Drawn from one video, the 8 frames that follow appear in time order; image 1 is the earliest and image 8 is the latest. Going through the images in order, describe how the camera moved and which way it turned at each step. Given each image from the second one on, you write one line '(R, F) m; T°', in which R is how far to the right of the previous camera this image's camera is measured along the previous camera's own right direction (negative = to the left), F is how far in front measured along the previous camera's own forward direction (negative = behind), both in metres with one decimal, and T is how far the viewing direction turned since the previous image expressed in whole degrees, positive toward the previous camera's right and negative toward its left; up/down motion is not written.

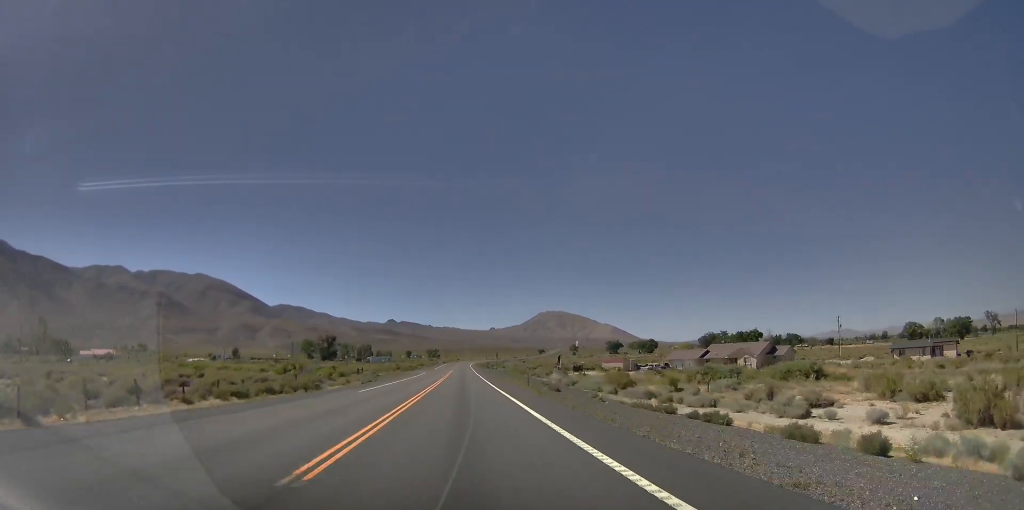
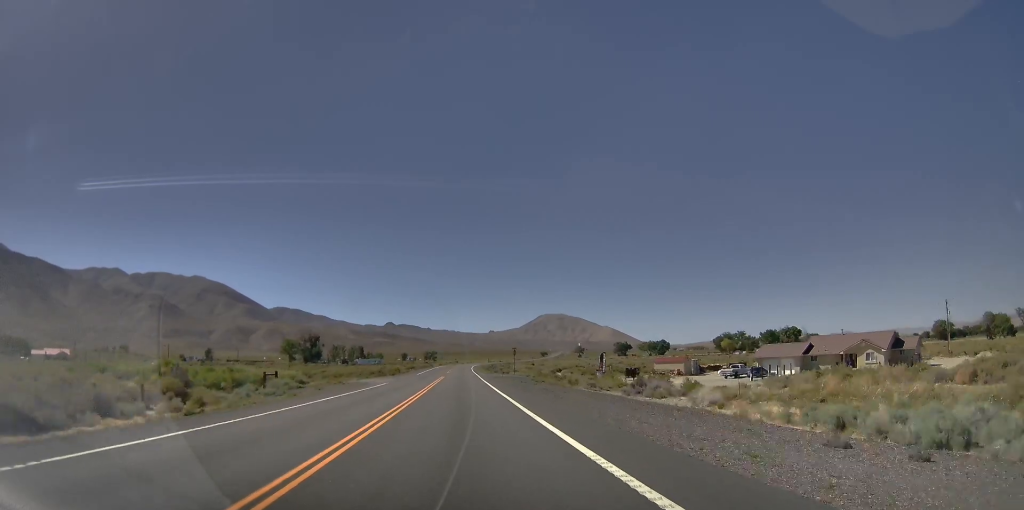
(-1.0, +44.2) m; +1°
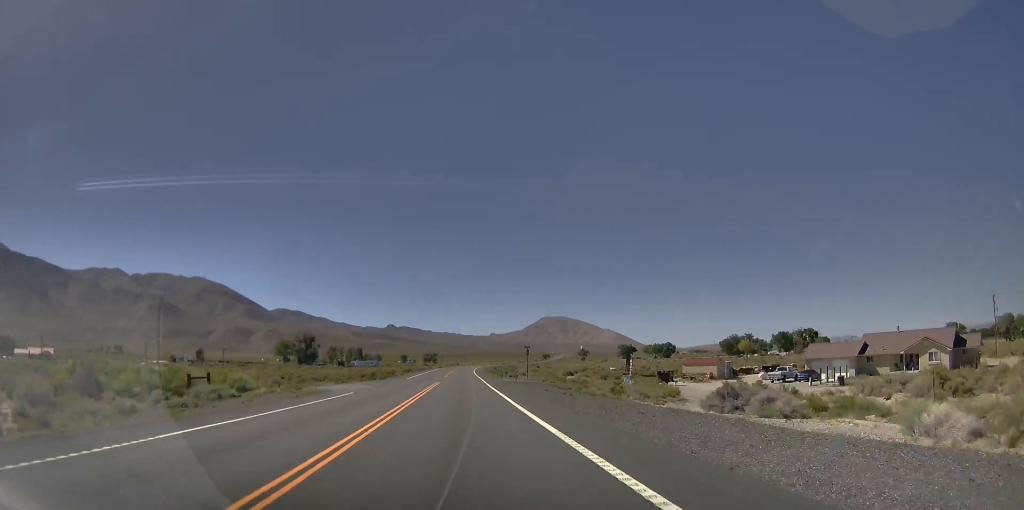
(+0.7, +14.7) m; +1°
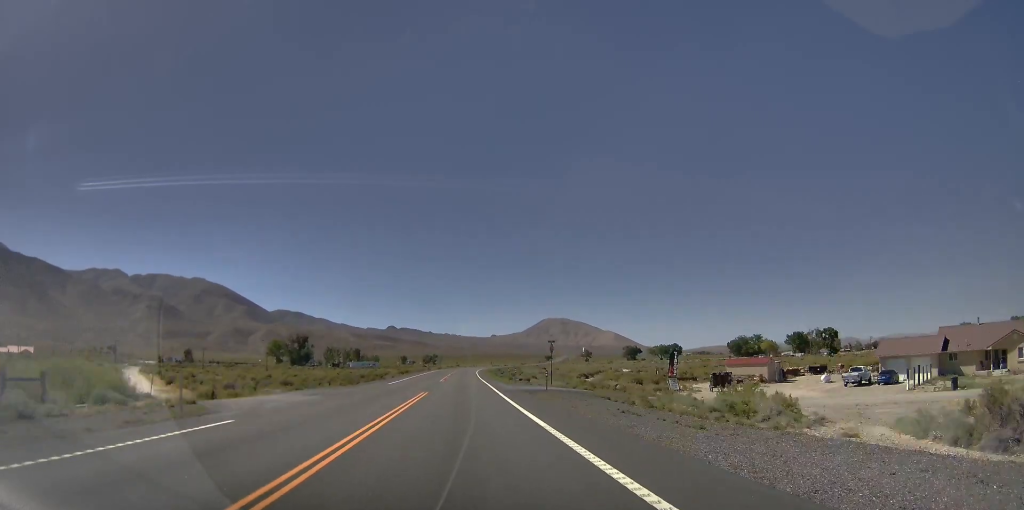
(+0.6, +17.0) m; +1°
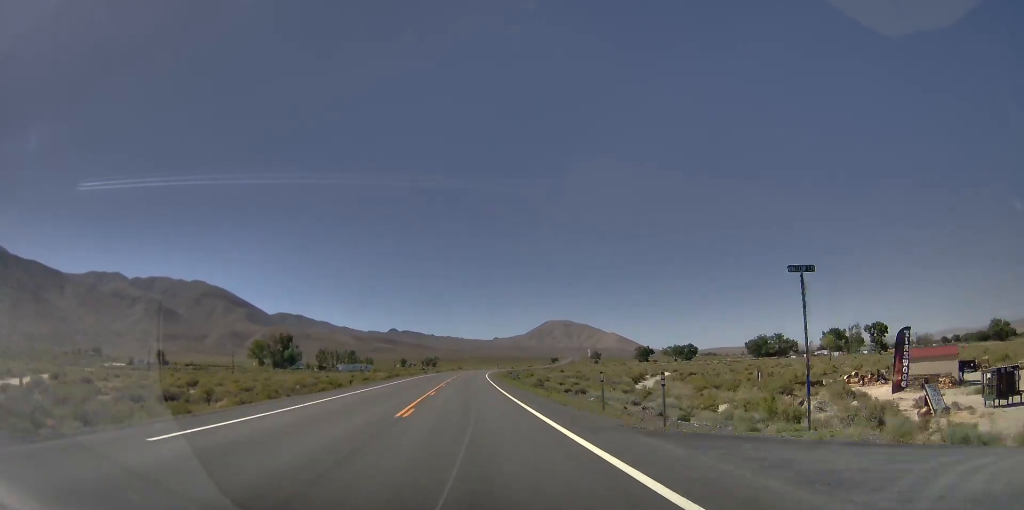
(-0.6, +36.1) m; +1°
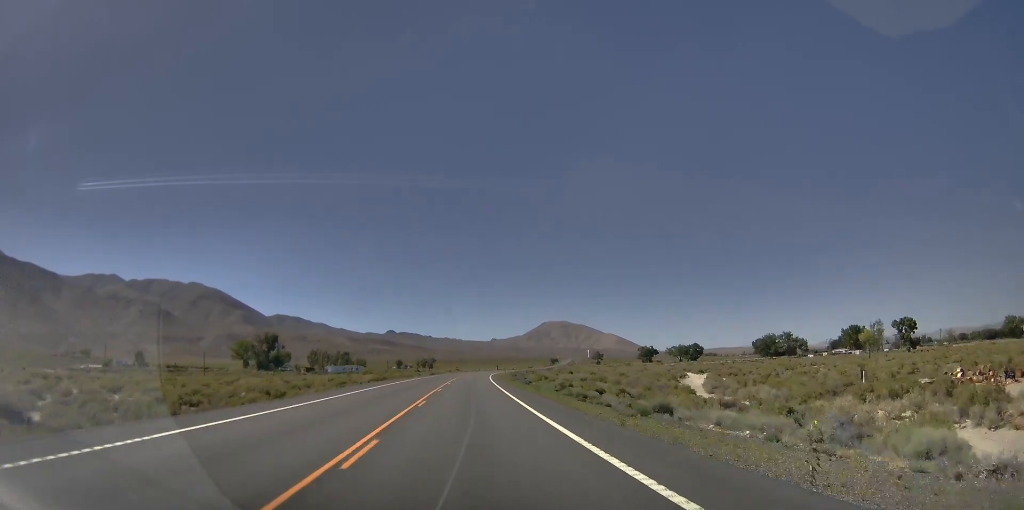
(+0.5, +20.3) m; -1°
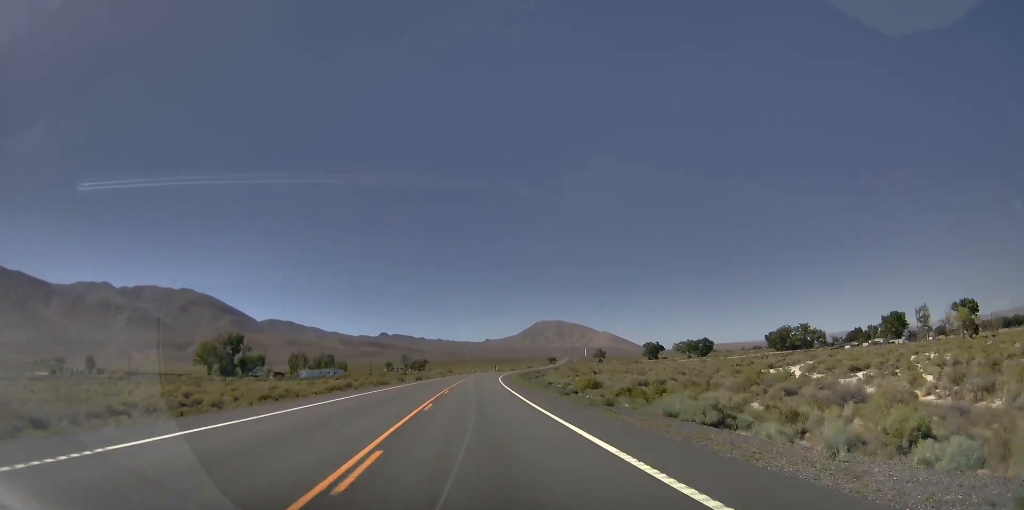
(-0.9, +37.2) m; -1°
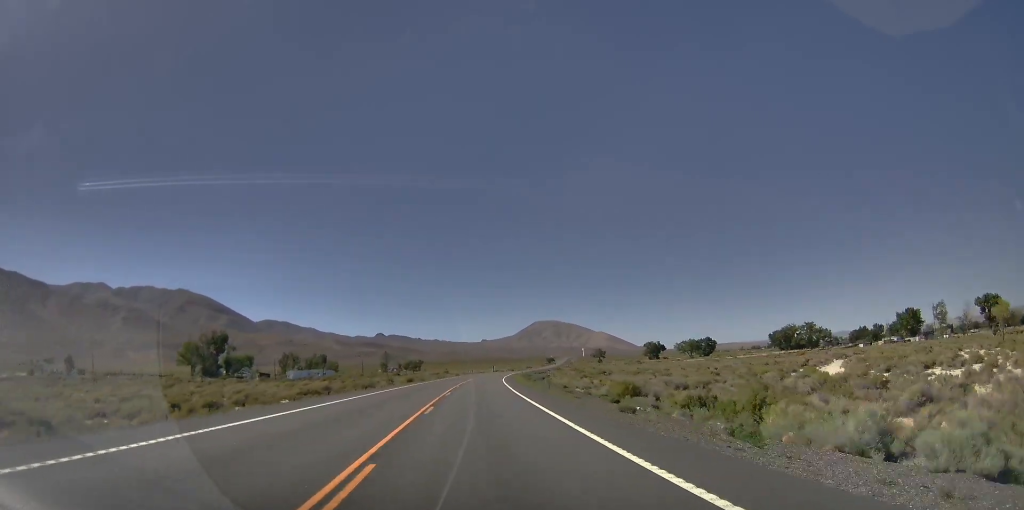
(-0.4, +13.5) m; 0°
